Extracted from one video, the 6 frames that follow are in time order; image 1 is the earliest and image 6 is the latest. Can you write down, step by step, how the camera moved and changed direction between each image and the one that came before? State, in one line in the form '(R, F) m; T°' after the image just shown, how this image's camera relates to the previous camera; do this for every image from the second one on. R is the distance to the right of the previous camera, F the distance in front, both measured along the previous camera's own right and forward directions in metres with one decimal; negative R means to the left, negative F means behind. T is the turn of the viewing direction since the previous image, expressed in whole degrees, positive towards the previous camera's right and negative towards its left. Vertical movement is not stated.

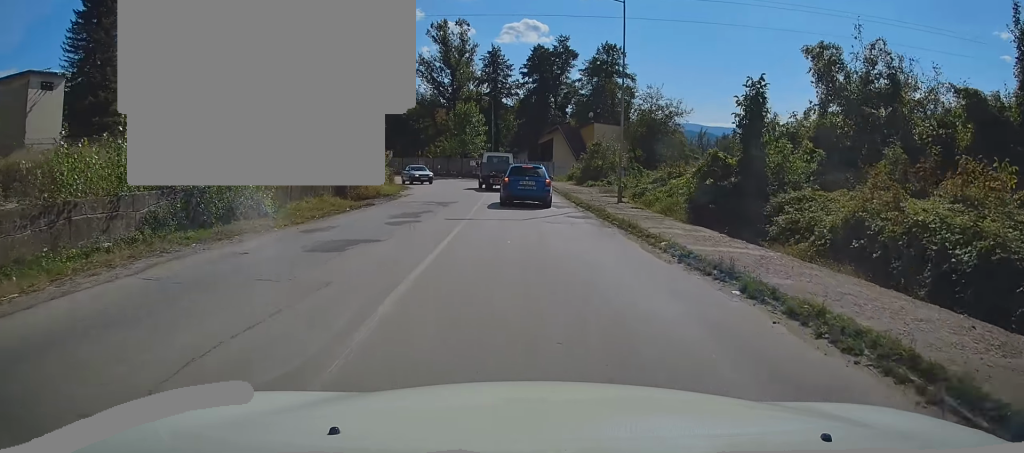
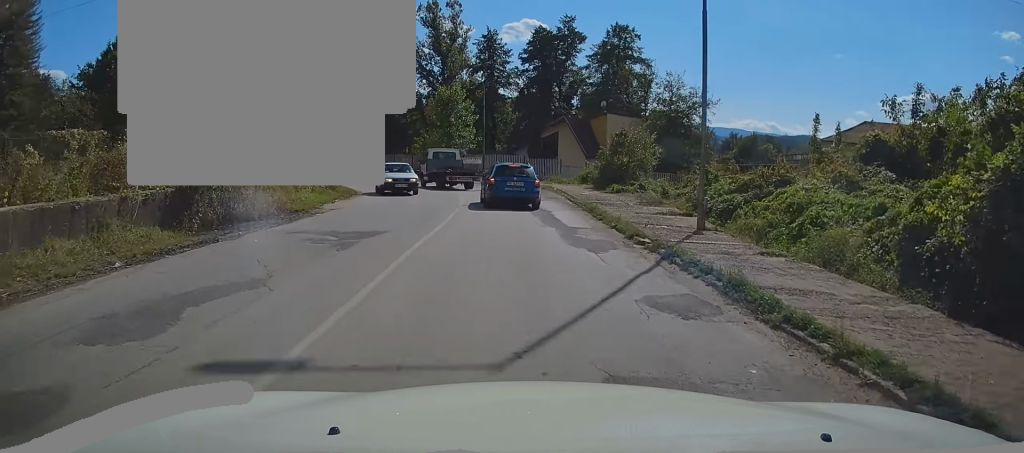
(0.0, +12.6) m; +1°
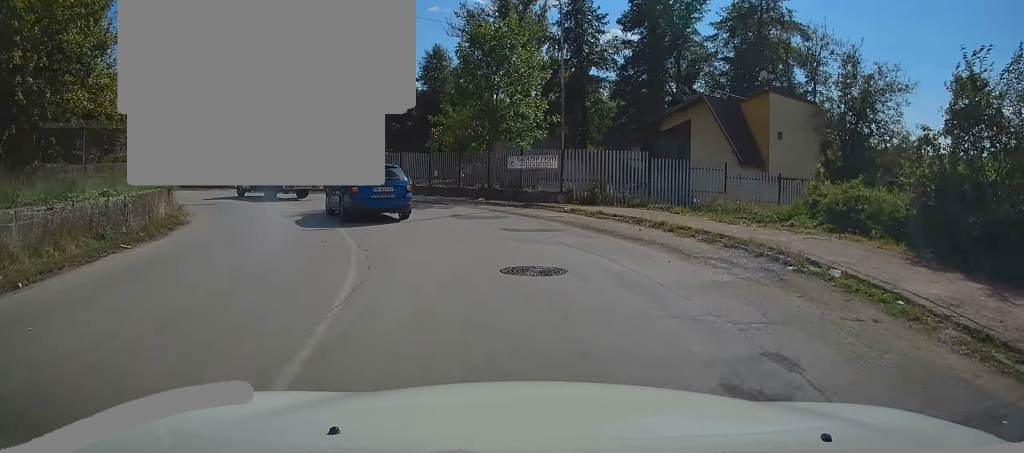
(-0.6, +26.4) m; -9°
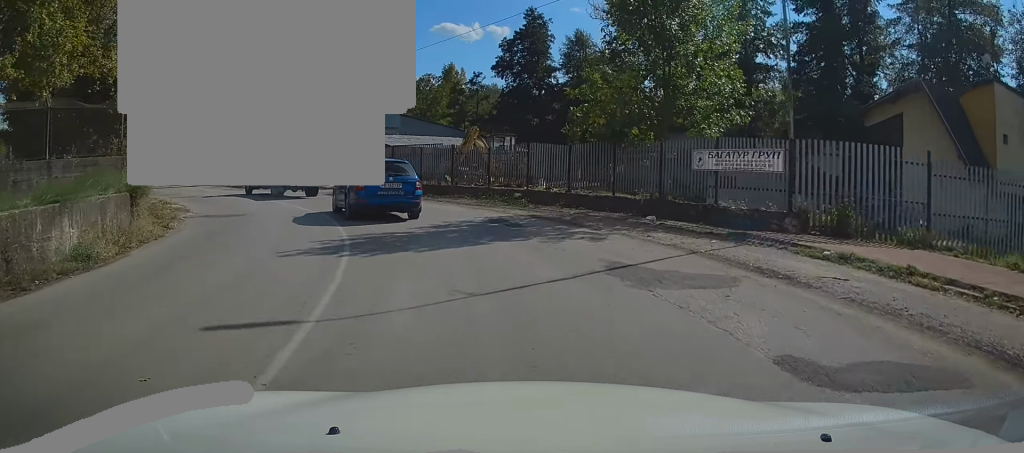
(-0.7, +9.6) m; -10°
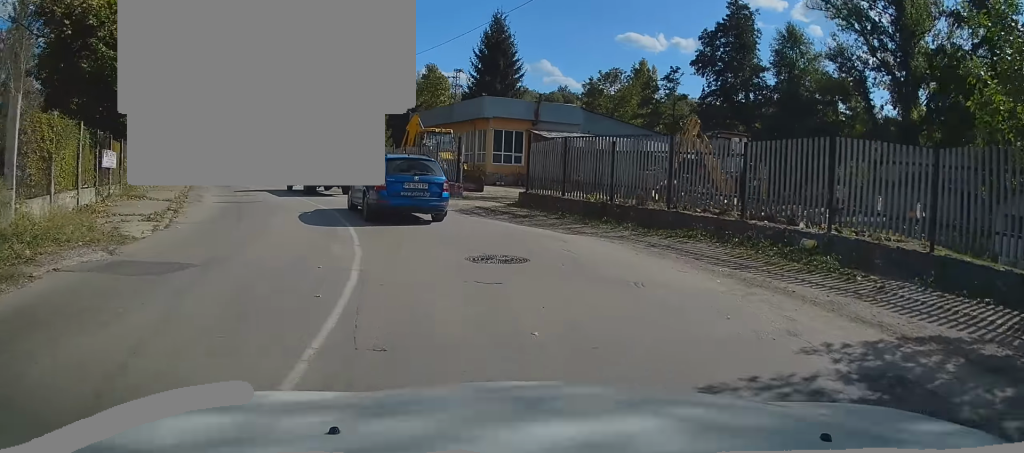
(-1.3, +10.9) m; -14°
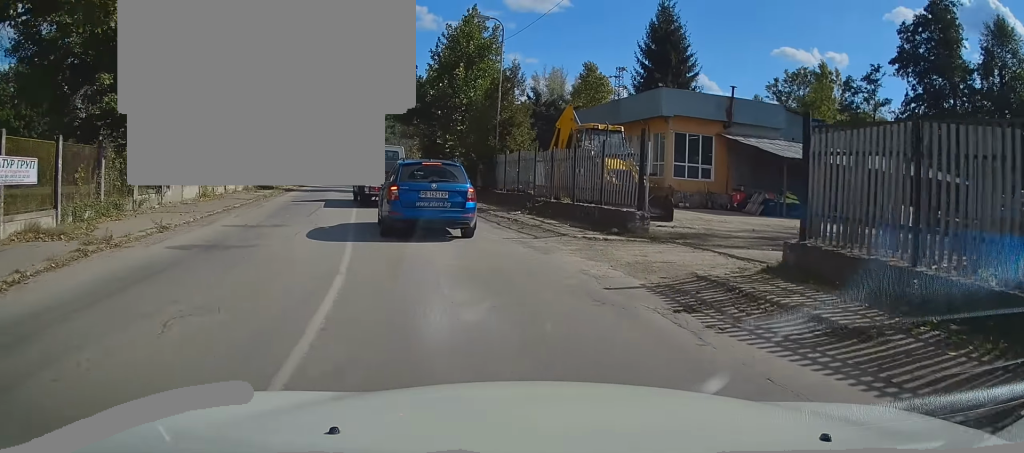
(-1.4, +10.2) m; -13°
